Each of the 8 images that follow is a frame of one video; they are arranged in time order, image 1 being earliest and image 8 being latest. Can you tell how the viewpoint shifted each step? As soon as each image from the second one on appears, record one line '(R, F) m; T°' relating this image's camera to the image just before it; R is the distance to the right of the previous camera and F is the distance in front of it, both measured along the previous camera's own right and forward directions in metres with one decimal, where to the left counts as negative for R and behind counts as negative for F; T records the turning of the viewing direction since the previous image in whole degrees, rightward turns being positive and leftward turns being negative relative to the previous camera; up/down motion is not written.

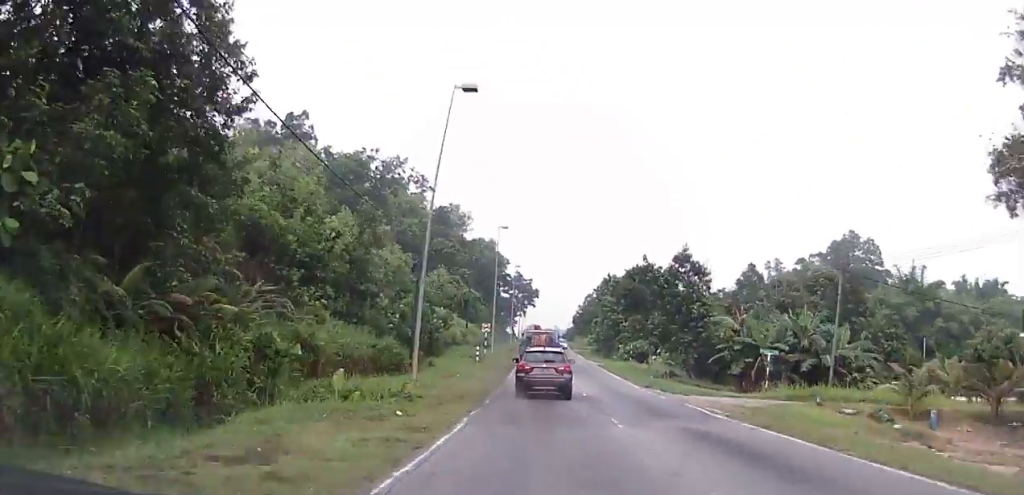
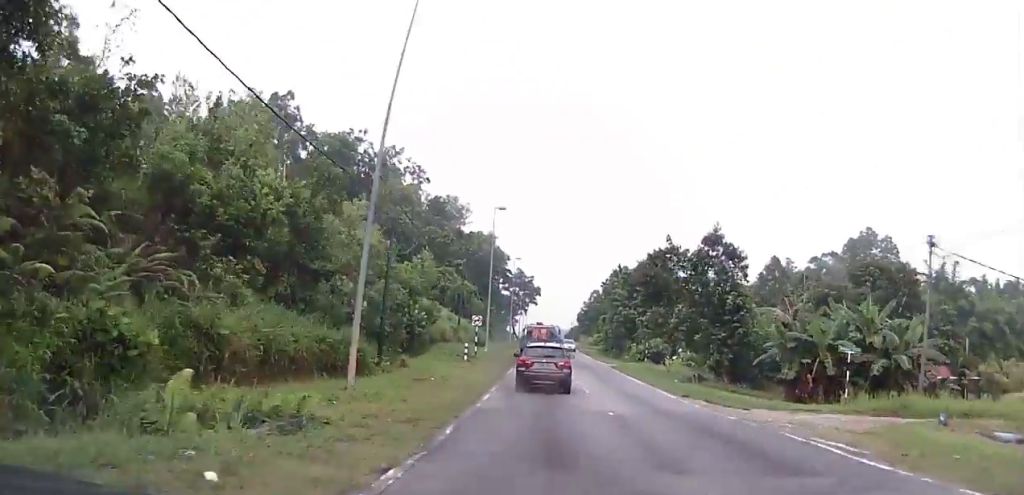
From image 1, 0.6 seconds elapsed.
(0.0, +8.8) m; +1°
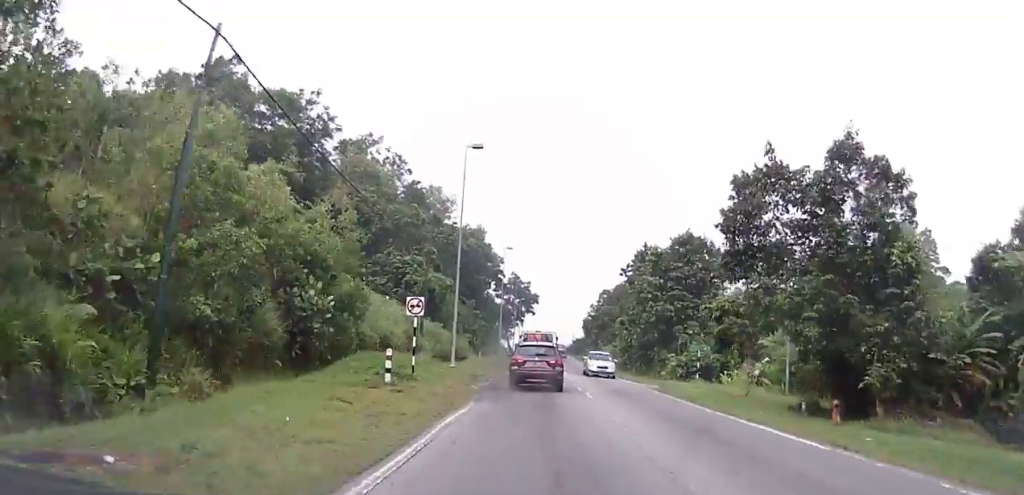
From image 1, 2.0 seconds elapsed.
(+0.5, +20.2) m; +1°
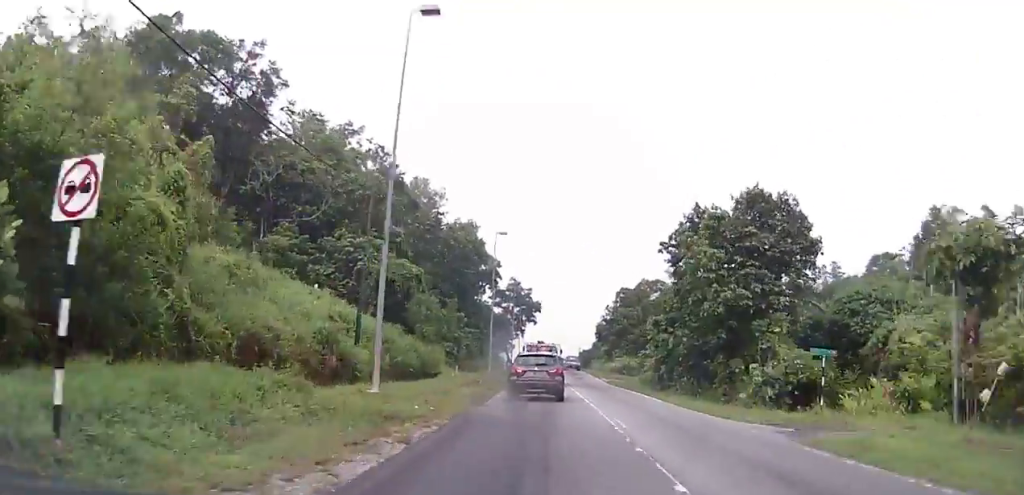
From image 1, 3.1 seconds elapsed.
(-0.6, +17.3) m; -3°
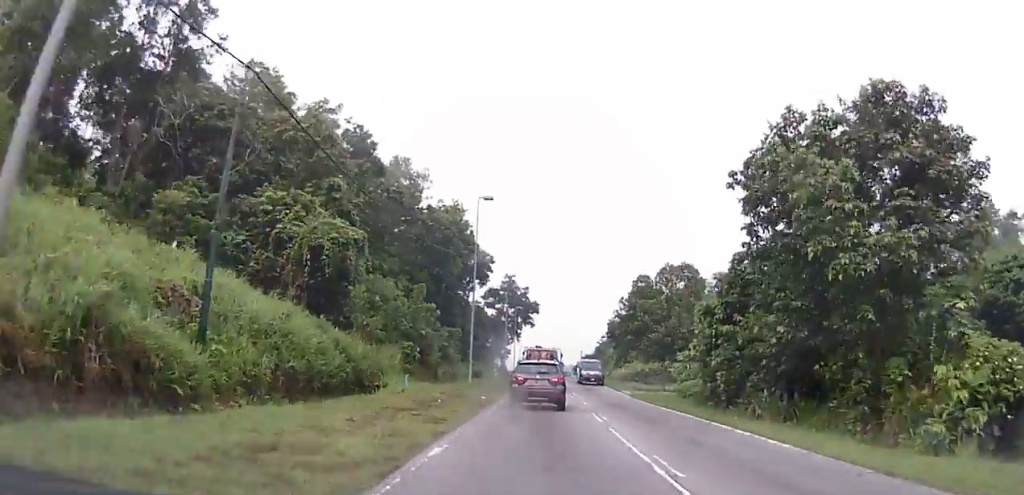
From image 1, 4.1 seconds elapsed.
(-0.2, +14.6) m; 0°
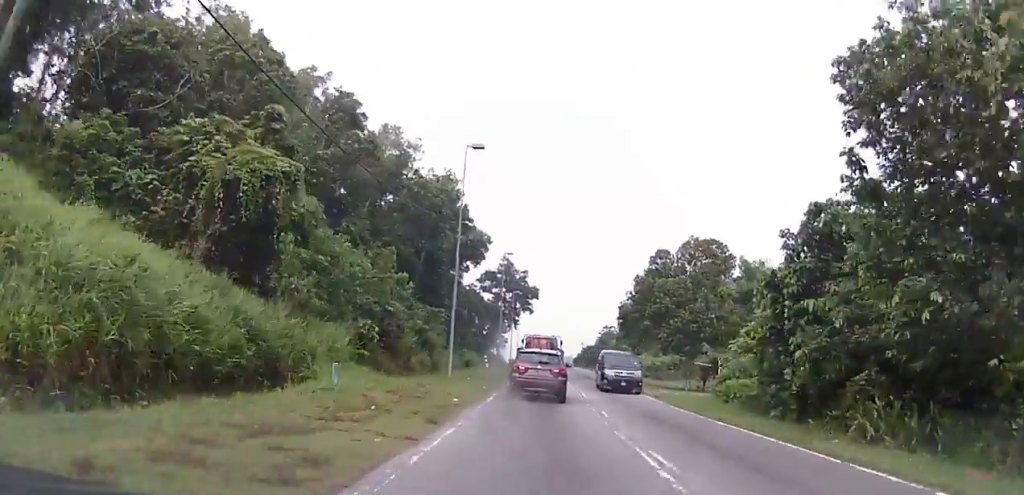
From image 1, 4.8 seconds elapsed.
(+0.1, +9.0) m; +1°
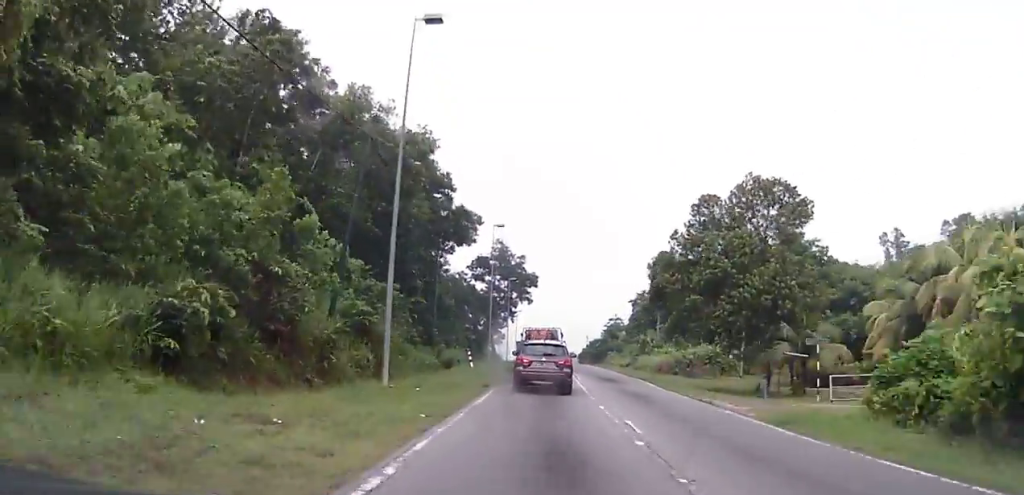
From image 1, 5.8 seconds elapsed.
(+0.3, +14.4) m; +1°
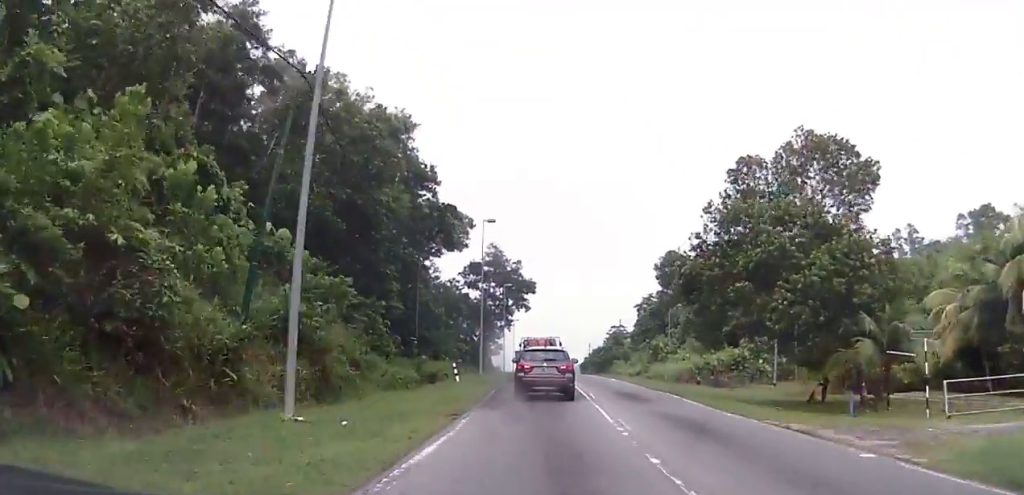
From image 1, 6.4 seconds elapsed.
(0.0, +7.8) m; 0°
